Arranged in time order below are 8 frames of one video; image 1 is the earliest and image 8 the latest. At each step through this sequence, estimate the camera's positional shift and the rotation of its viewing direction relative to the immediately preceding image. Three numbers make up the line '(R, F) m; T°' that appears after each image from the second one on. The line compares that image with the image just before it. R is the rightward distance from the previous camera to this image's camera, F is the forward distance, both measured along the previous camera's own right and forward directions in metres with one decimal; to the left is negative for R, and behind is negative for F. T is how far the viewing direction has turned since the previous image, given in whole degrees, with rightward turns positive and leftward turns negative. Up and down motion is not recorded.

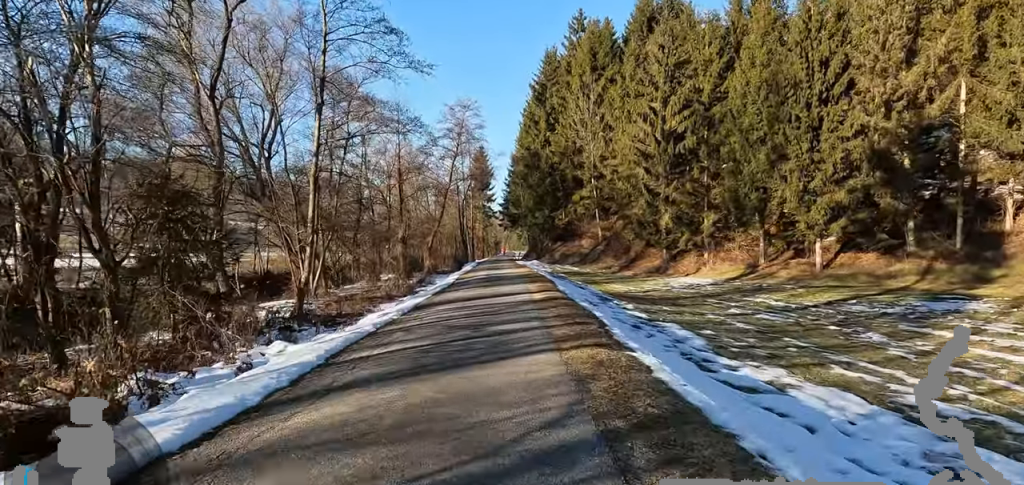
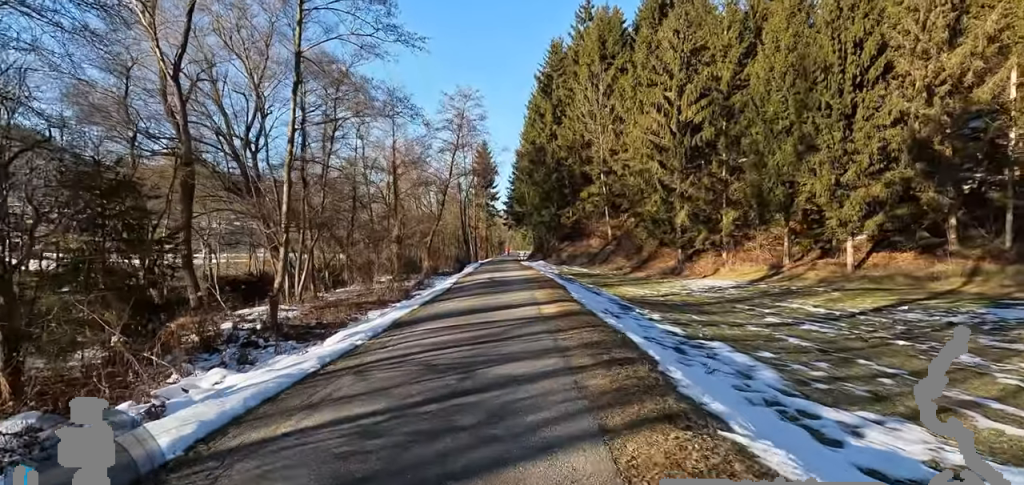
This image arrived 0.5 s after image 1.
(+0.5, +2.8) m; +2°
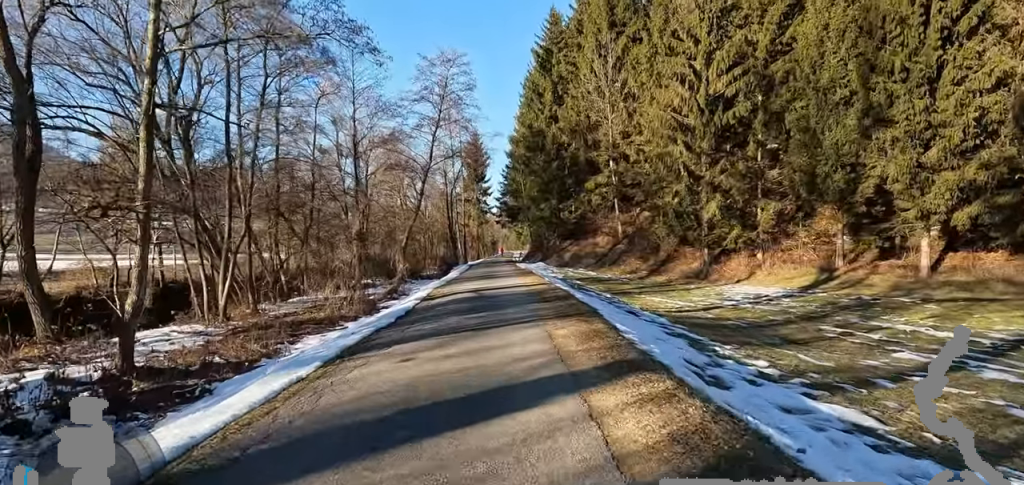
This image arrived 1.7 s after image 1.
(-0.5, +7.0) m; -7°
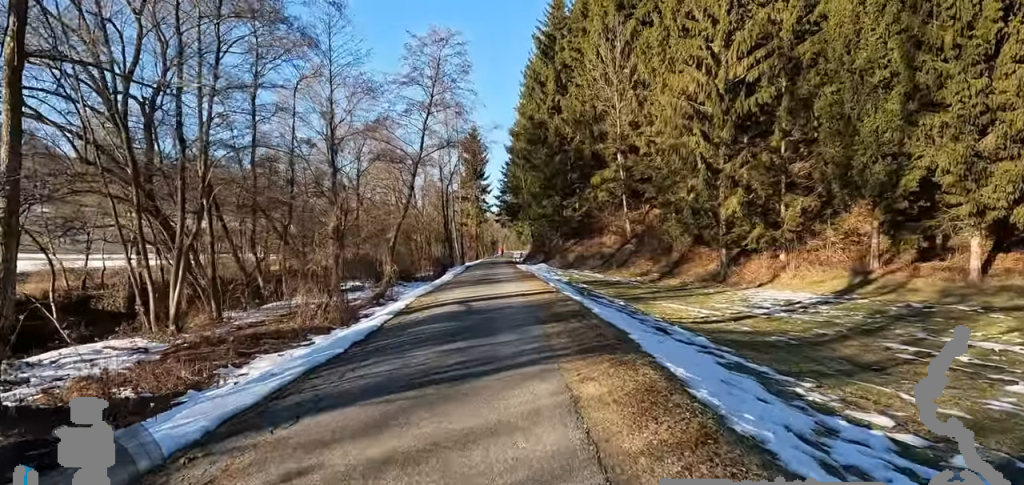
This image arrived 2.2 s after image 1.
(0.0, +3.1) m; -1°
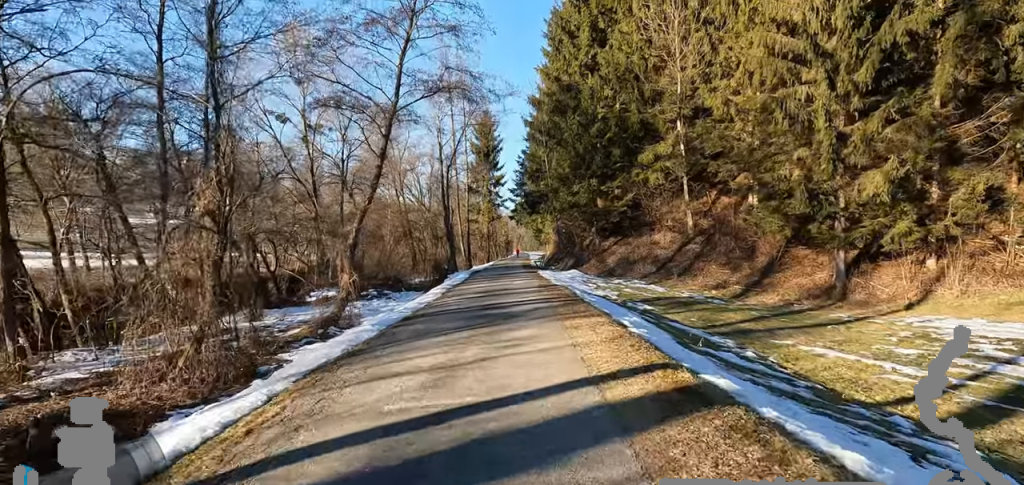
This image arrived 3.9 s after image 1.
(-0.1, +9.8) m; -5°
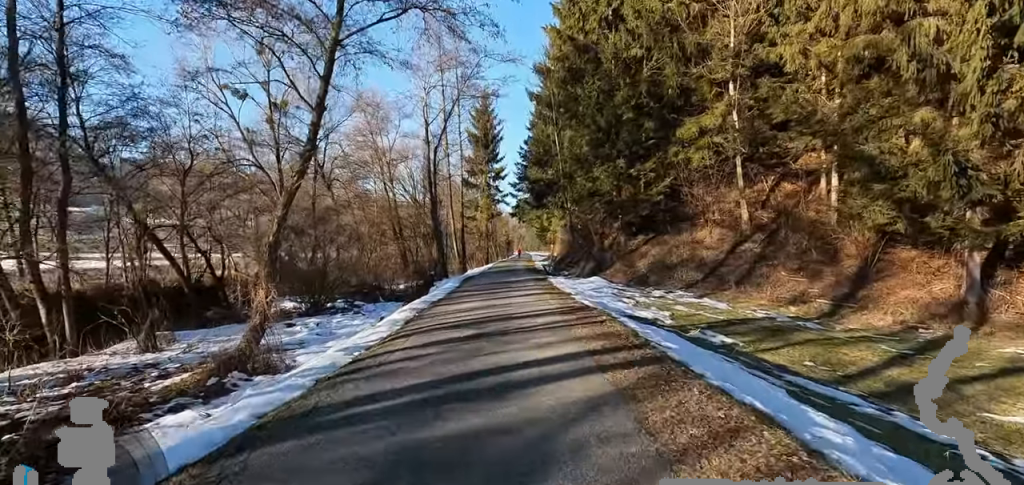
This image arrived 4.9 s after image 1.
(-0.3, +6.0) m; +1°
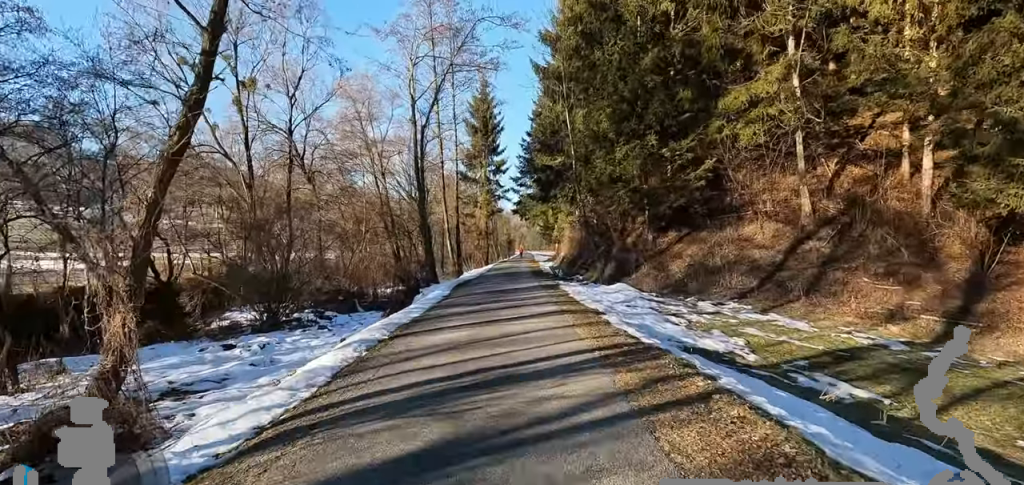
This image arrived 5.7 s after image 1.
(+0.3, +4.3) m; +4°
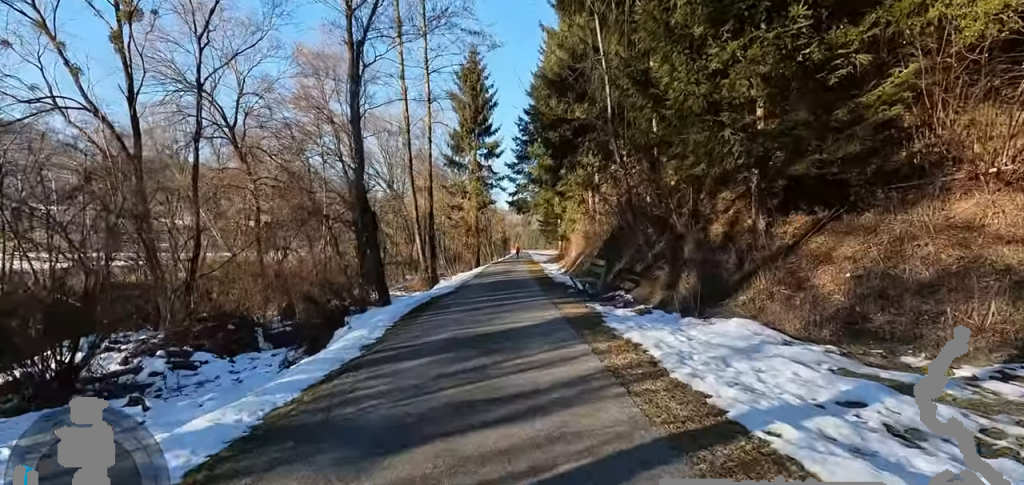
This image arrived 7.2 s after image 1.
(-0.4, +8.6) m; -5°
